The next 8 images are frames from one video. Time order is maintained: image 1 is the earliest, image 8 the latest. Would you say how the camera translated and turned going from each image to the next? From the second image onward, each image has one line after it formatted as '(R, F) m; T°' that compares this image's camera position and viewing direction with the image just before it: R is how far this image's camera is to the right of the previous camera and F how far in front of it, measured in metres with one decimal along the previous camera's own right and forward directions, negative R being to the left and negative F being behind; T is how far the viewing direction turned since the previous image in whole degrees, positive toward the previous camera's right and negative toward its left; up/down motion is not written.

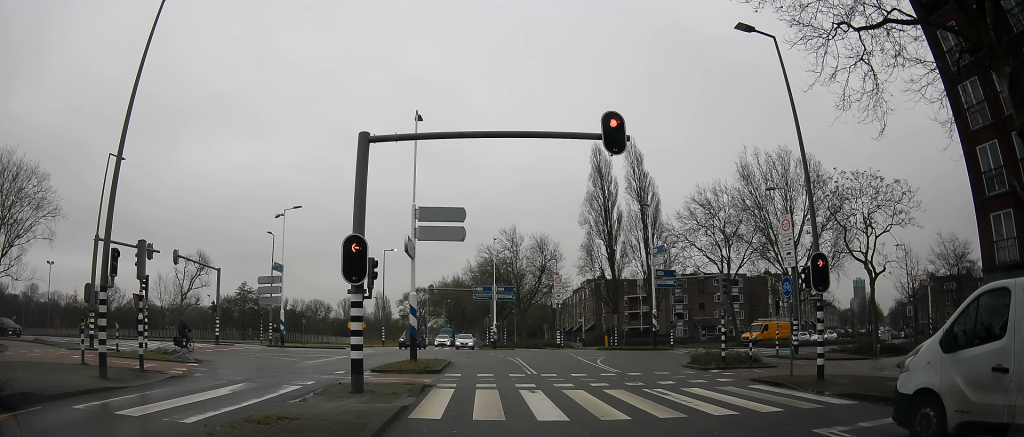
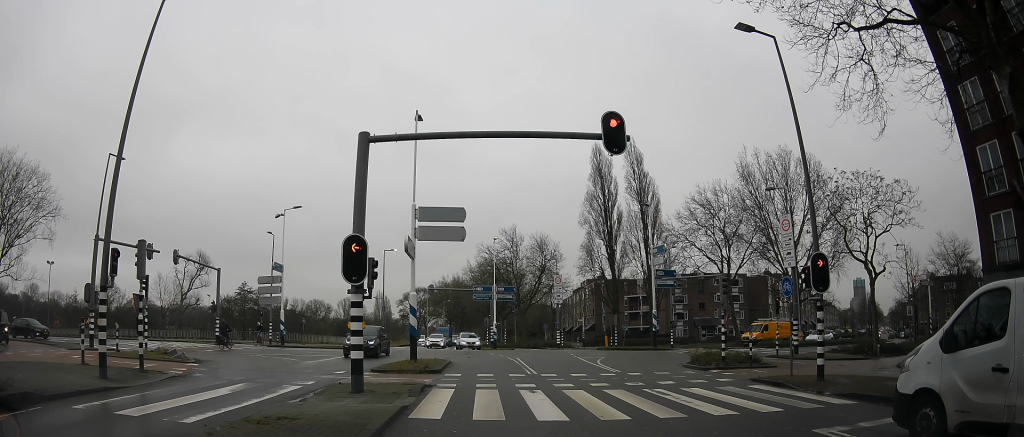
(0.0, 0.0) m; 0°
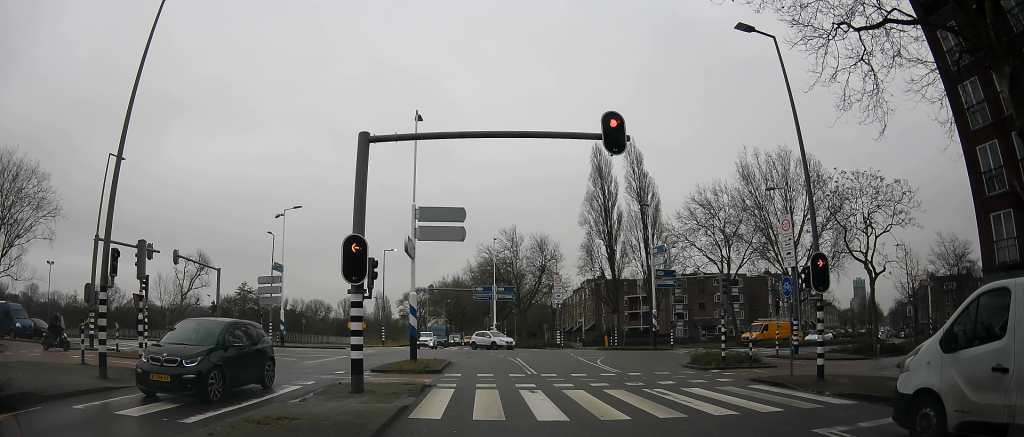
(0.0, 0.0) m; 0°
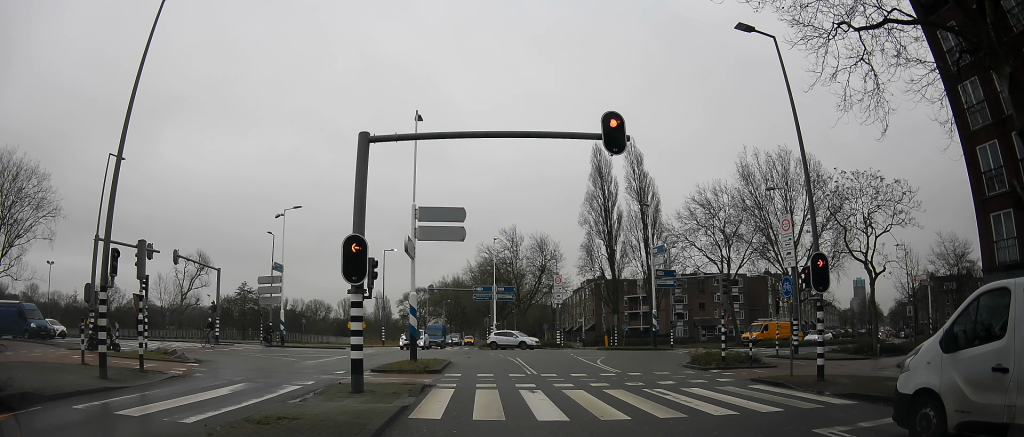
(0.0, 0.0) m; 0°
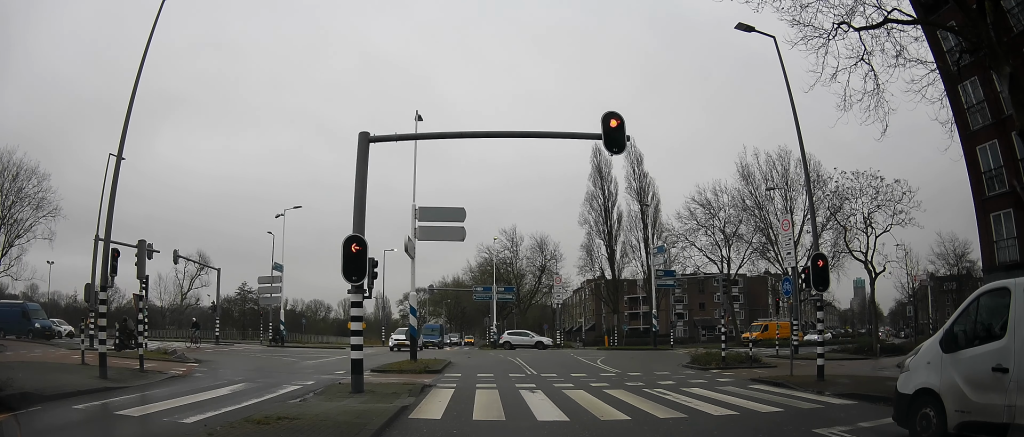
(0.0, 0.0) m; 0°
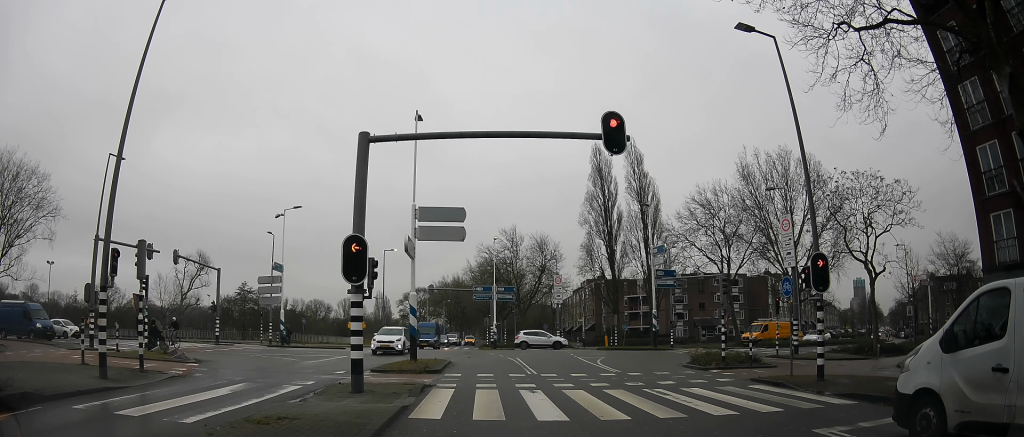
(0.0, 0.0) m; 0°
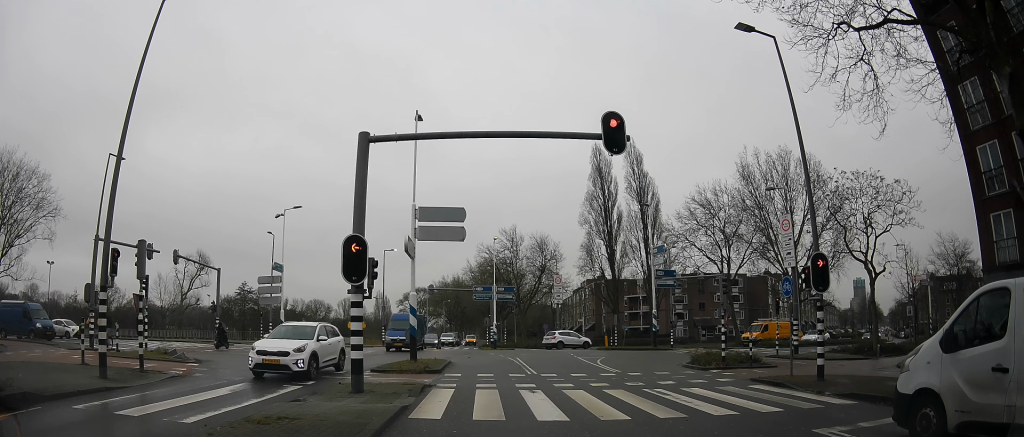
(0.0, 0.0) m; 0°
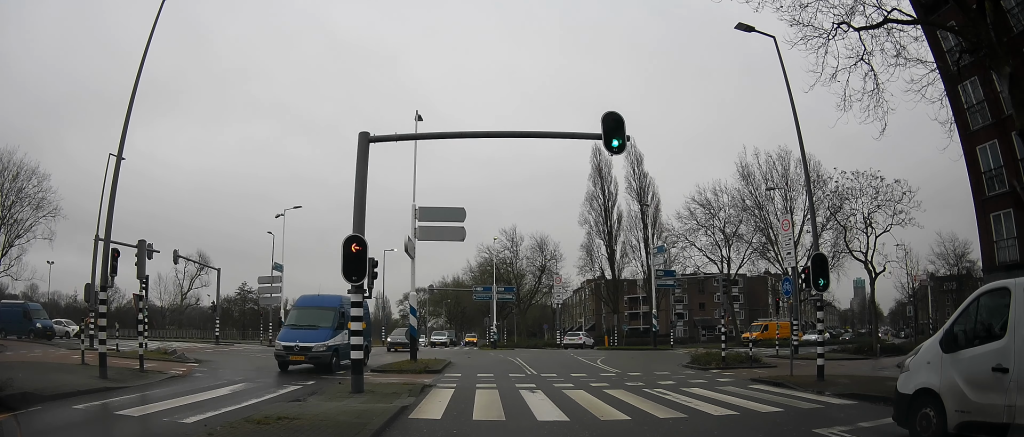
(0.0, 0.0) m; 0°
